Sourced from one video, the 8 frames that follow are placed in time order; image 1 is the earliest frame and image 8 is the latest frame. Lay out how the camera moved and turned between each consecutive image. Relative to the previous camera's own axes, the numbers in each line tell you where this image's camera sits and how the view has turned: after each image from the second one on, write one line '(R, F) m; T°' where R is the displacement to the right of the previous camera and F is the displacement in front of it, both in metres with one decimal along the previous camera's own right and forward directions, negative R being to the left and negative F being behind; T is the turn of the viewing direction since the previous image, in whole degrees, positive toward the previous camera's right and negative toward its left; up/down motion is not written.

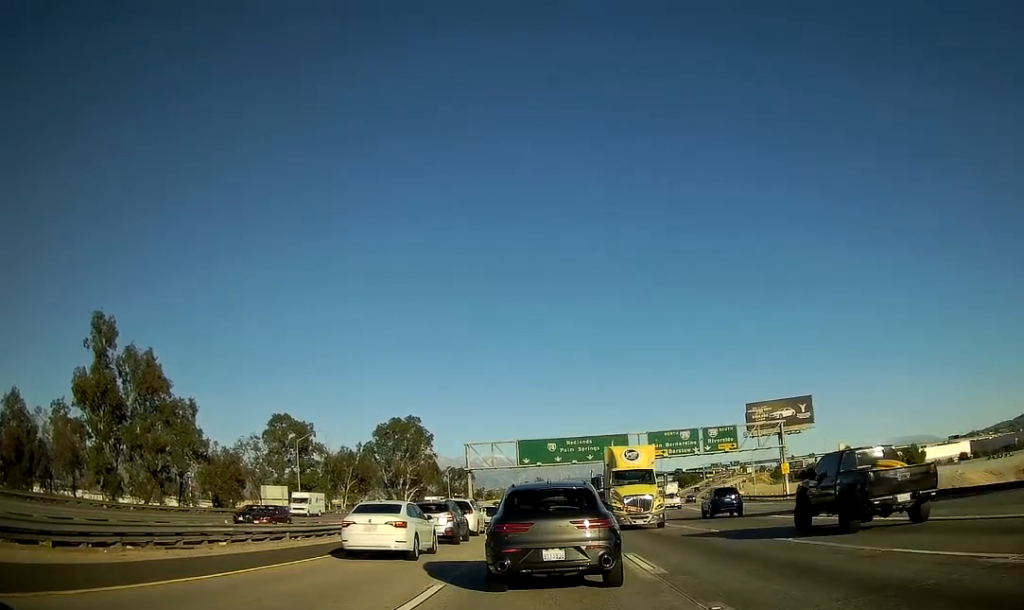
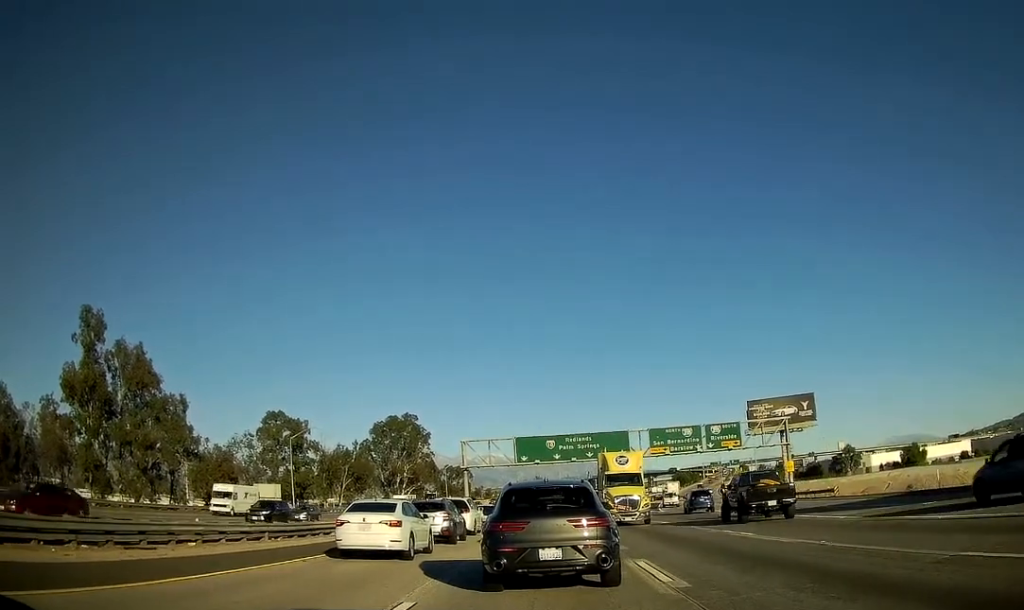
(-0.1, +2.3) m; -3°
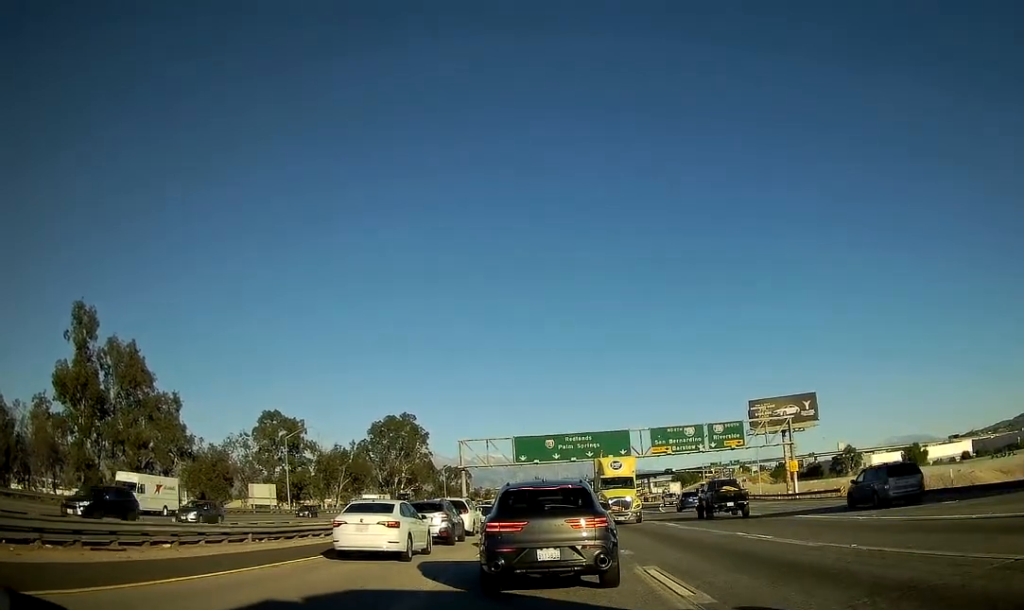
(0.0, +1.6) m; -1°
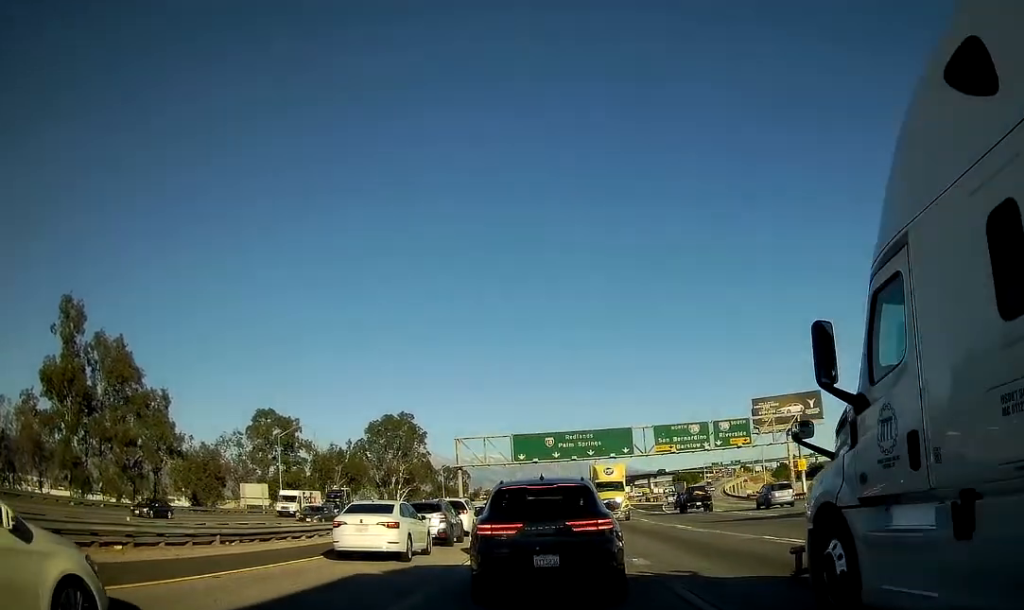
(0.0, +3.0) m; 0°
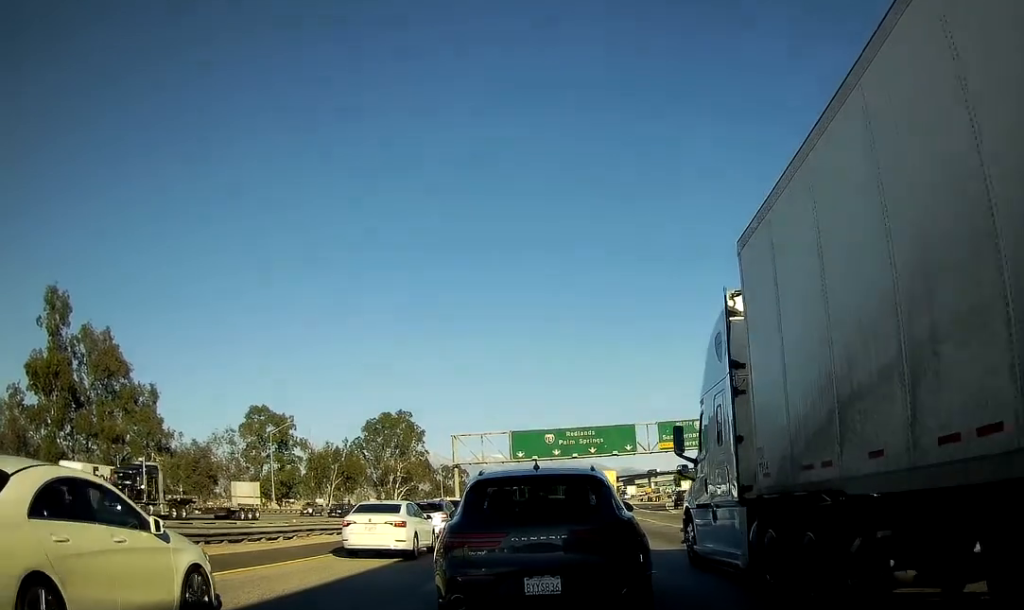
(0.0, +3.4) m; 0°
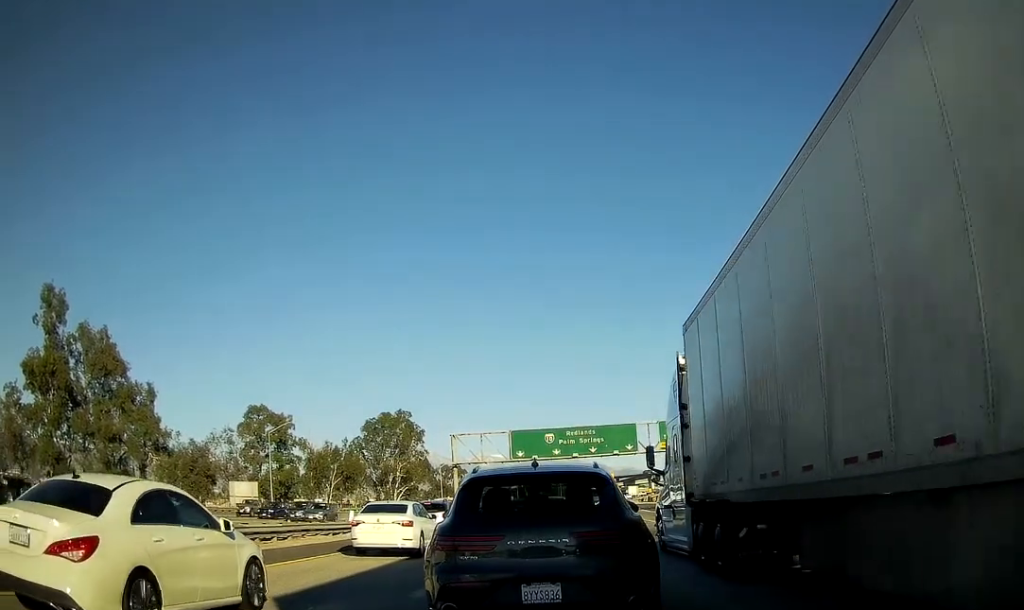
(0.0, +1.1) m; 0°
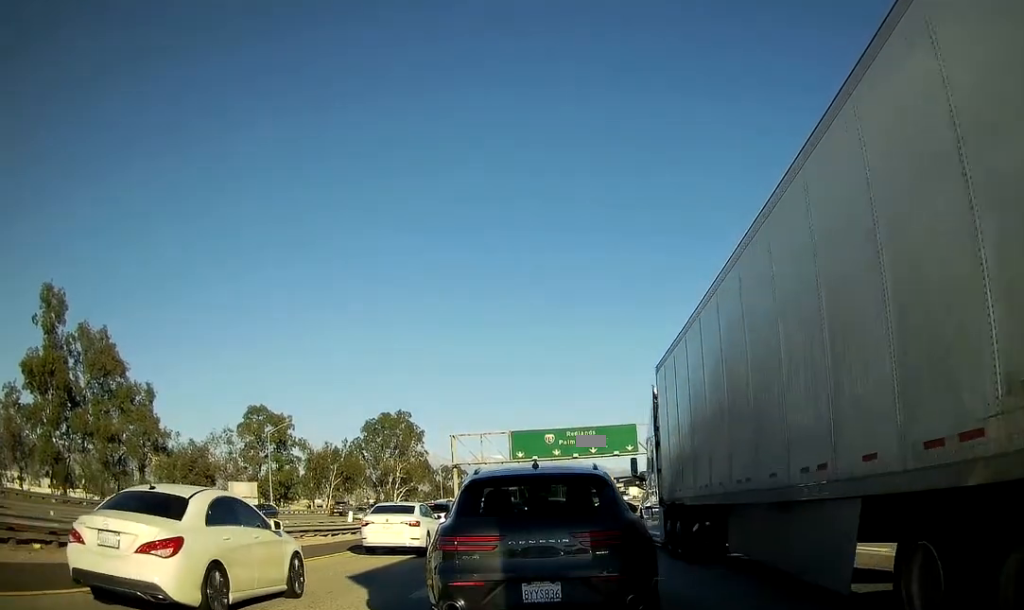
(0.0, +0.6) m; 0°
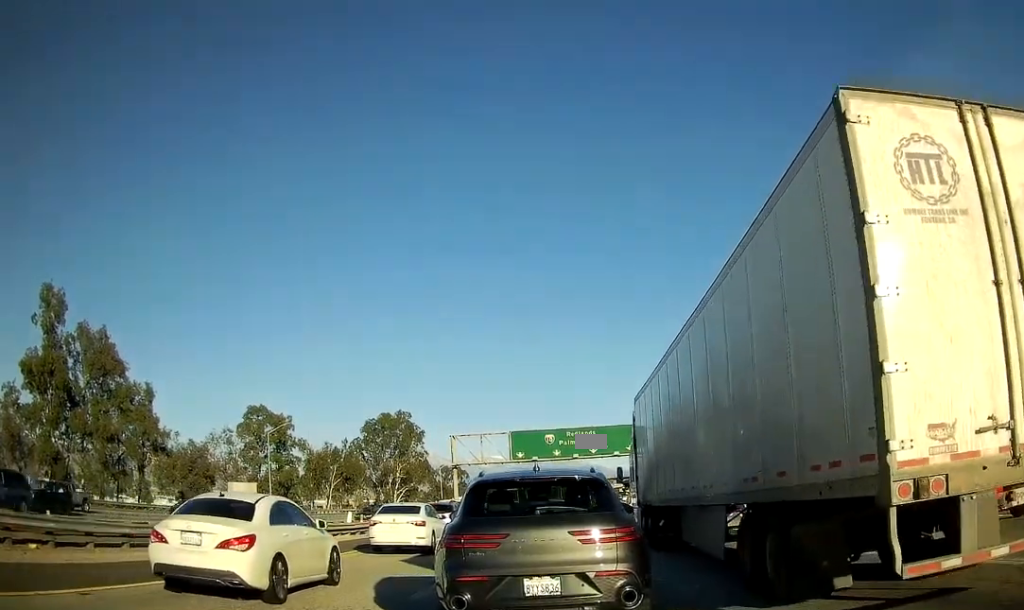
(0.0, +0.6) m; 0°
